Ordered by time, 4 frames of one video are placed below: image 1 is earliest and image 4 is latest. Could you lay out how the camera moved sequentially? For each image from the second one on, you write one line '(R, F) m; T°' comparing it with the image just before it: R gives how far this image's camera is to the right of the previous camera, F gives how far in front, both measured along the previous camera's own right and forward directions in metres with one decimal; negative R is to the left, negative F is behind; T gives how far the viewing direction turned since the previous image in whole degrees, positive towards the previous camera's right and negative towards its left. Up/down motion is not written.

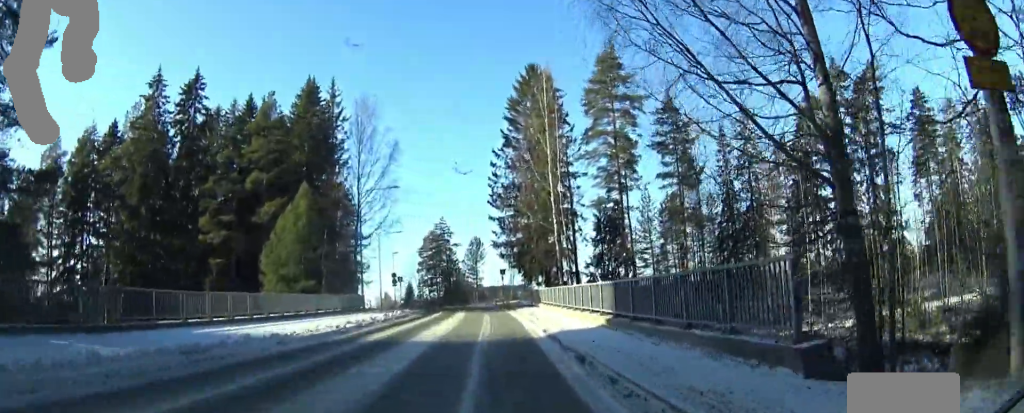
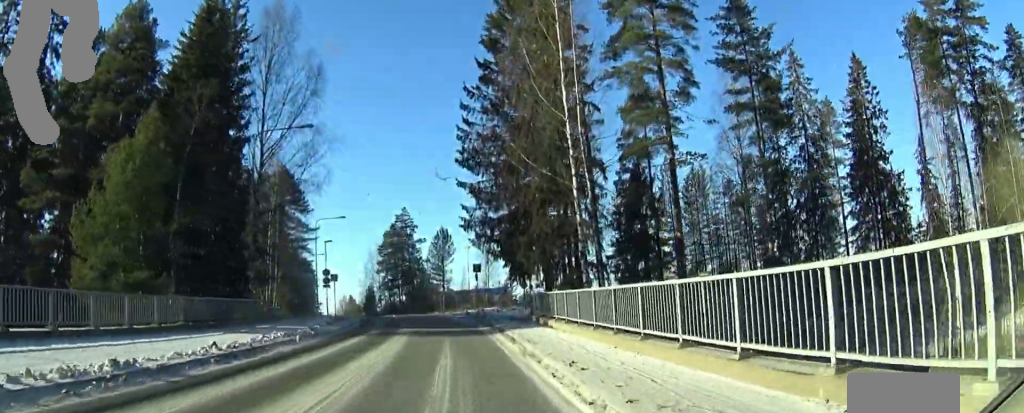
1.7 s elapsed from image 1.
(+0.7, +18.2) m; +9°
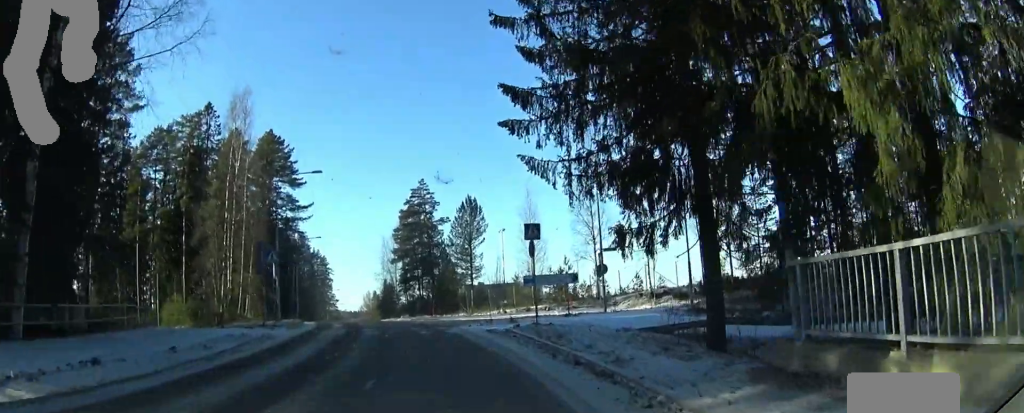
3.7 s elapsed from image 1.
(-2.7, +19.9) m; -15°
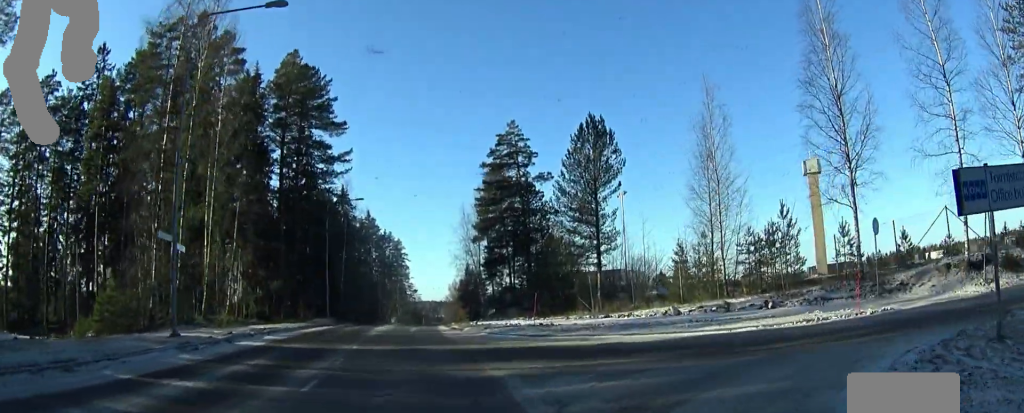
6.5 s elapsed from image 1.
(+4.6, +22.7) m; +19°
